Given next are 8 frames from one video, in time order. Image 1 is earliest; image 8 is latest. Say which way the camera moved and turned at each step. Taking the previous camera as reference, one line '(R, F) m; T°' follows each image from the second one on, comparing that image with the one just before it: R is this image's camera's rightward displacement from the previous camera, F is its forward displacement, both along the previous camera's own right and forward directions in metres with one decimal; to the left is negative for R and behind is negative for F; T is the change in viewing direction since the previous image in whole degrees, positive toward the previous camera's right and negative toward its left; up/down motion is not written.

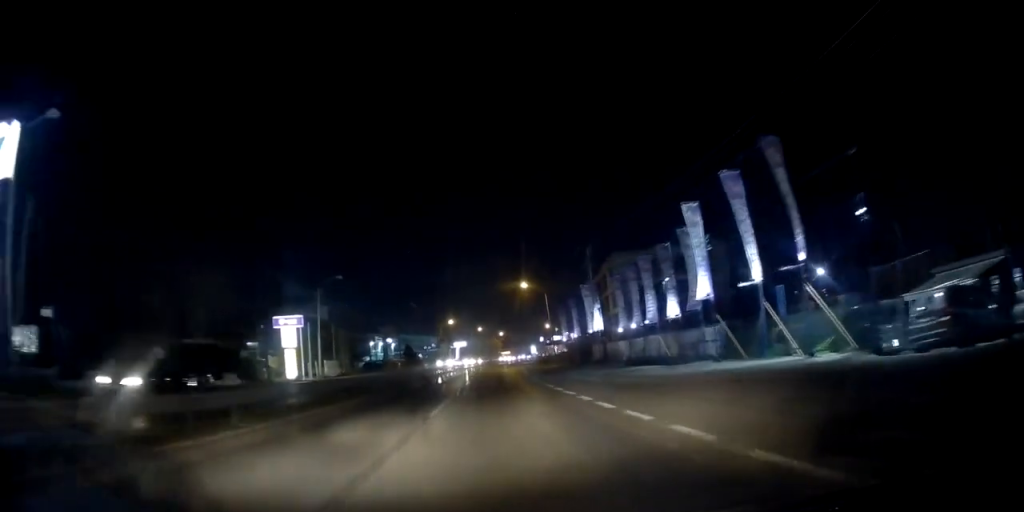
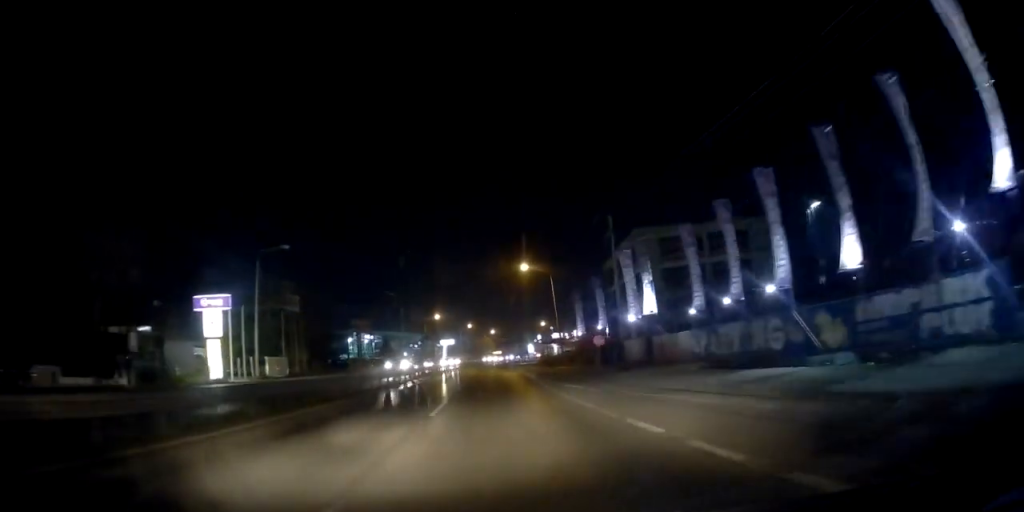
(0.0, +15.3) m; 0°
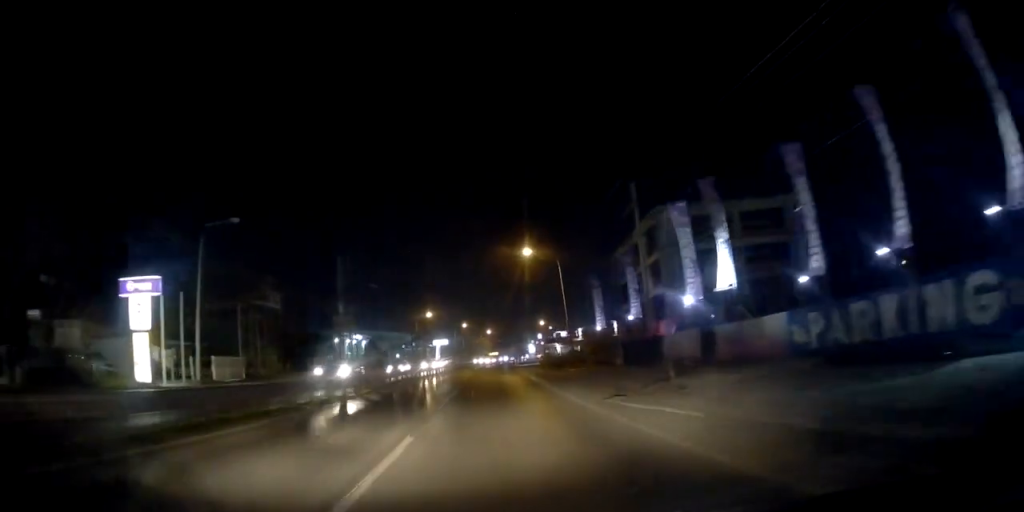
(0.0, +9.2) m; 0°
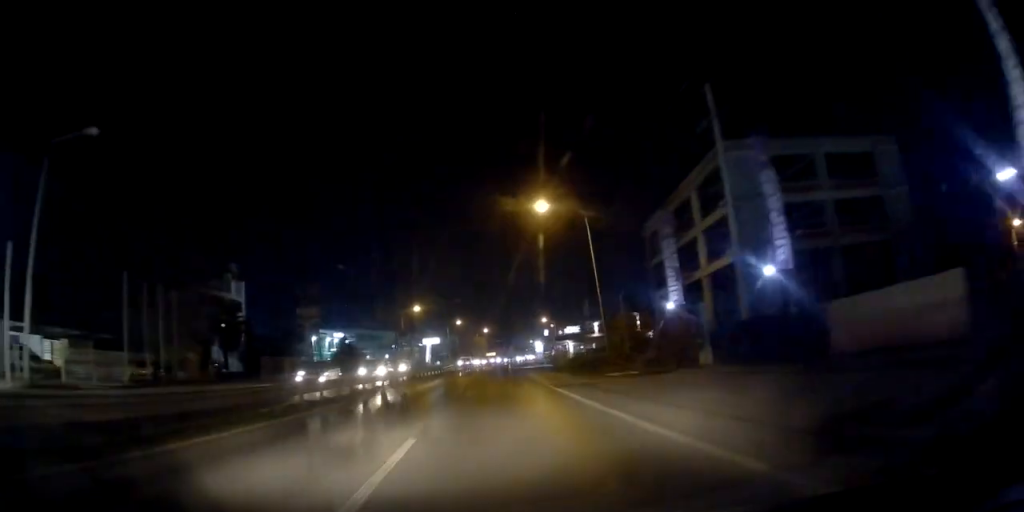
(0.0, +15.2) m; 0°
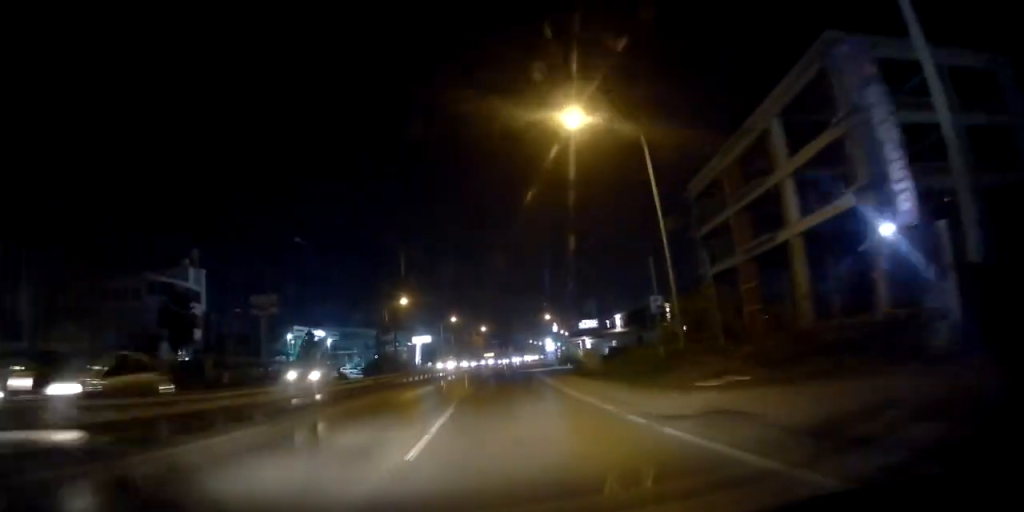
(-0.1, +13.6) m; +1°
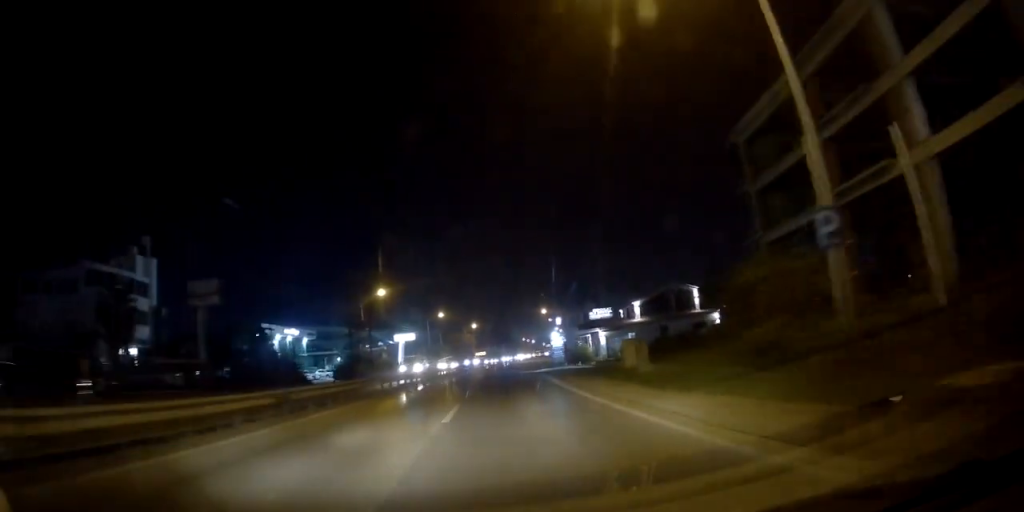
(+0.2, +11.1) m; +1°
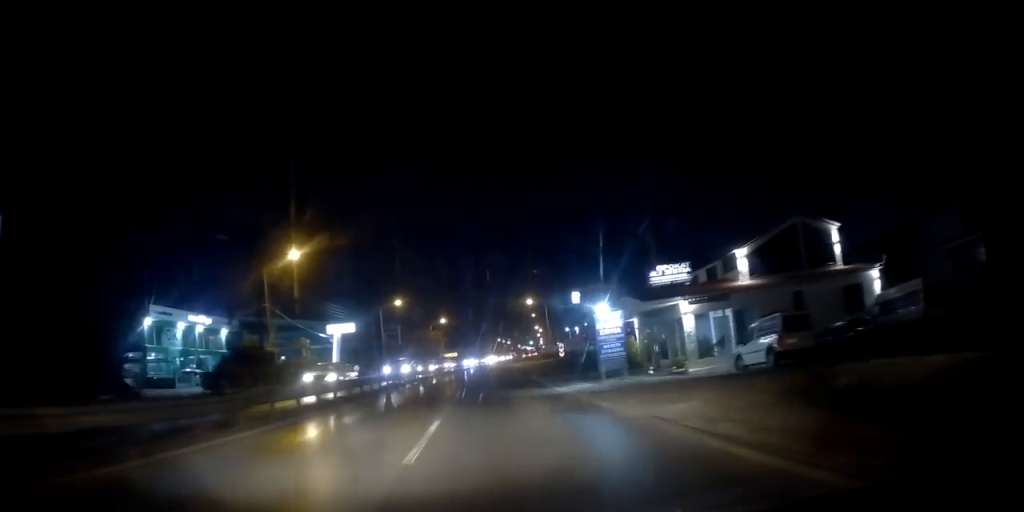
(+0.7, +26.1) m; +2°
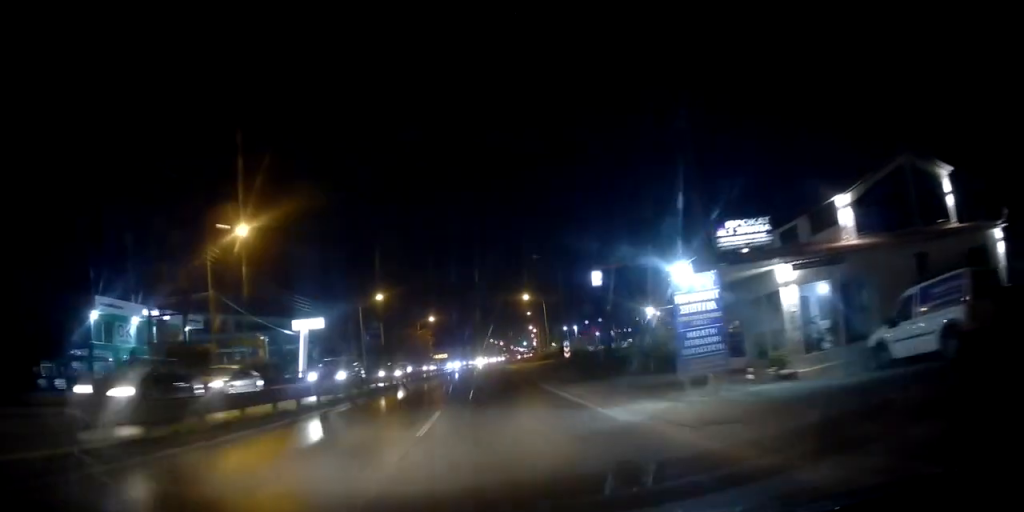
(0.0, +9.3) m; 0°
